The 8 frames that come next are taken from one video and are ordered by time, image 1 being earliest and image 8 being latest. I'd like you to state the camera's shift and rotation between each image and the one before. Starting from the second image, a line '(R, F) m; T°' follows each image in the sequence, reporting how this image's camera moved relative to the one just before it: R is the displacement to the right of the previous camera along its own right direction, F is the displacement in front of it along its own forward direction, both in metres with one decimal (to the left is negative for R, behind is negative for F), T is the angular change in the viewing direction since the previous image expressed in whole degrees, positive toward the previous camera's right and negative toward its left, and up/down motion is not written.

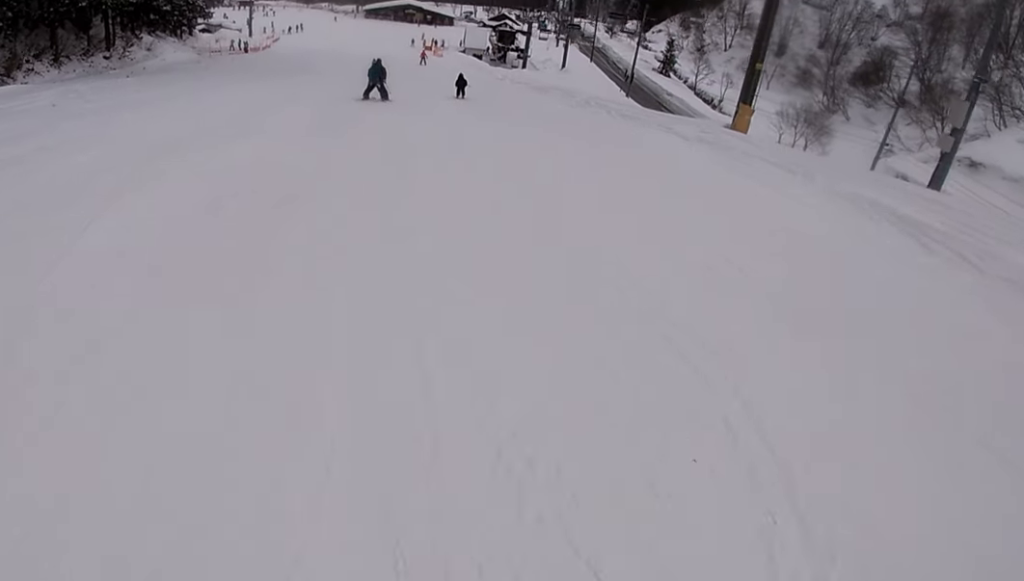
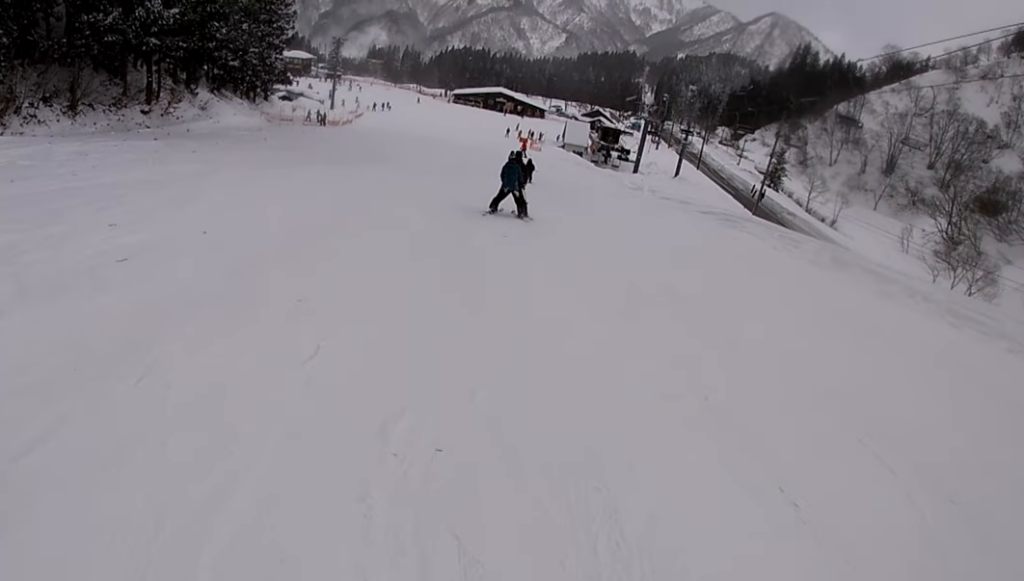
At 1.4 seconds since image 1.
(-2.3, +12.4) m; -9°
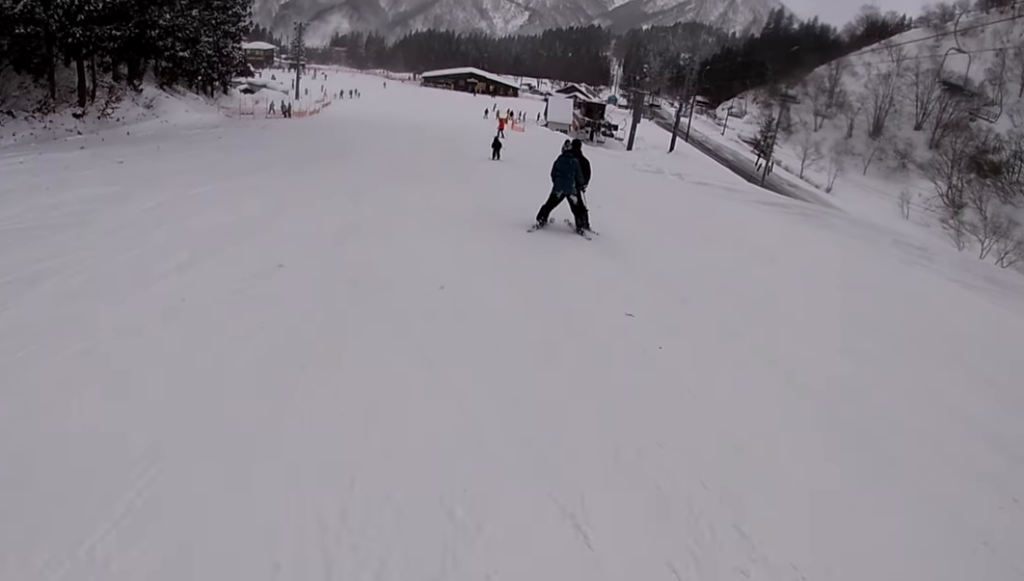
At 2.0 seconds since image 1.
(+0.3, +6.0) m; +3°
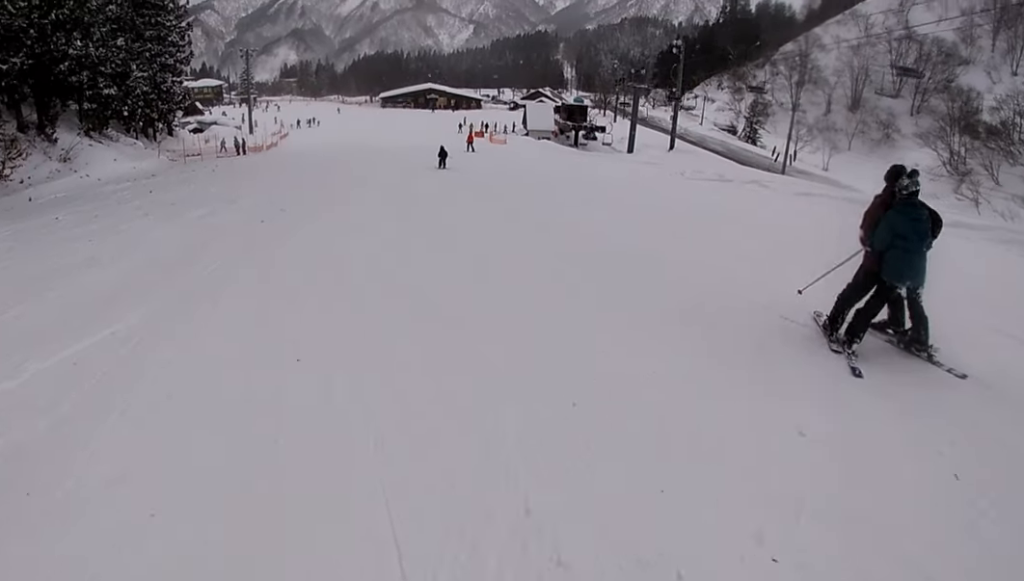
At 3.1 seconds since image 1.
(+0.6, +9.3) m; +4°
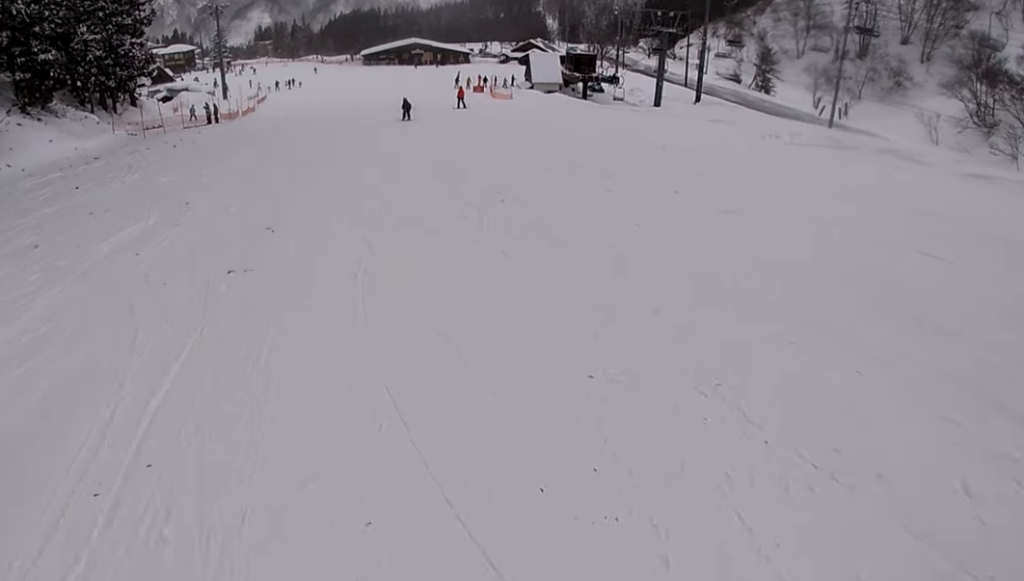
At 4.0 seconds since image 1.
(0.0, +8.0) m; -2°
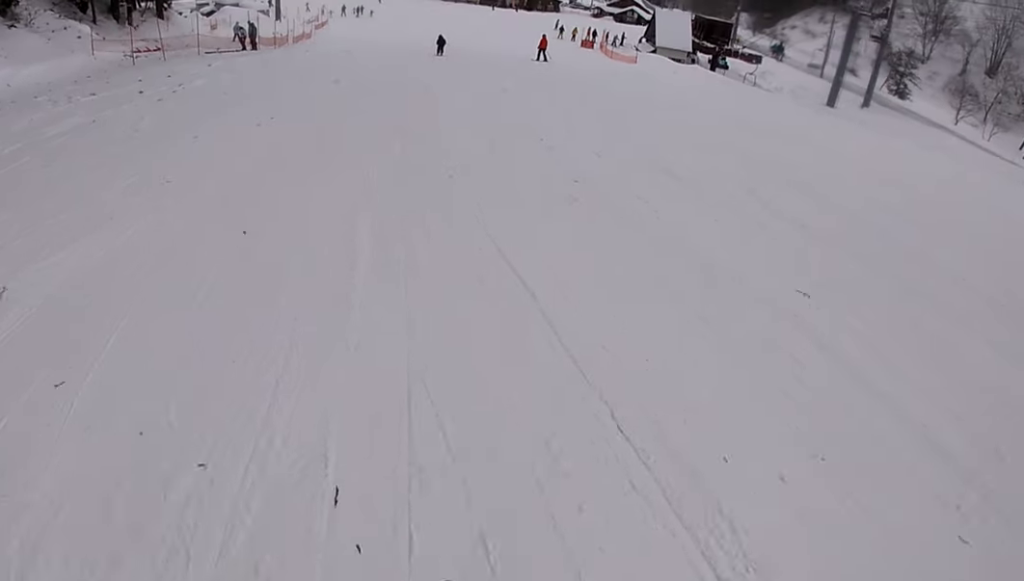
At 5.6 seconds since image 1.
(-1.0, +13.0) m; 0°
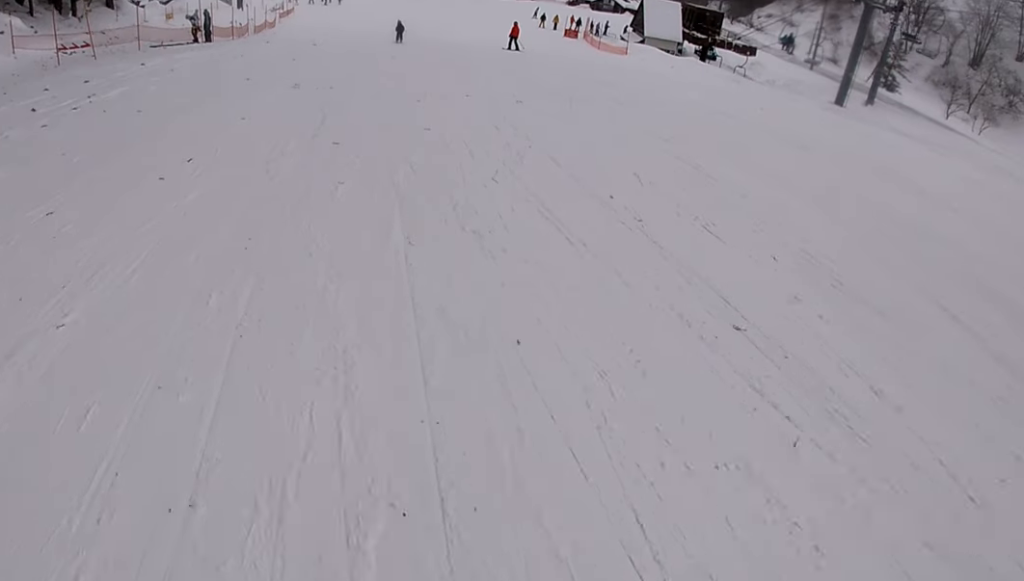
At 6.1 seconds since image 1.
(+0.6, +4.0) m; +3°
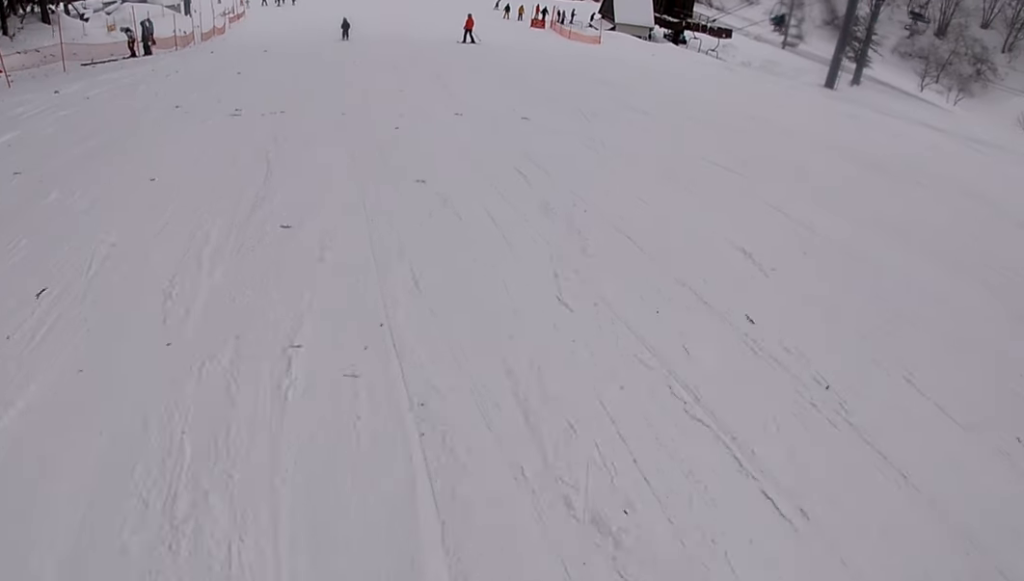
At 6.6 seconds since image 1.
(+0.3, +3.1) m; +2°
